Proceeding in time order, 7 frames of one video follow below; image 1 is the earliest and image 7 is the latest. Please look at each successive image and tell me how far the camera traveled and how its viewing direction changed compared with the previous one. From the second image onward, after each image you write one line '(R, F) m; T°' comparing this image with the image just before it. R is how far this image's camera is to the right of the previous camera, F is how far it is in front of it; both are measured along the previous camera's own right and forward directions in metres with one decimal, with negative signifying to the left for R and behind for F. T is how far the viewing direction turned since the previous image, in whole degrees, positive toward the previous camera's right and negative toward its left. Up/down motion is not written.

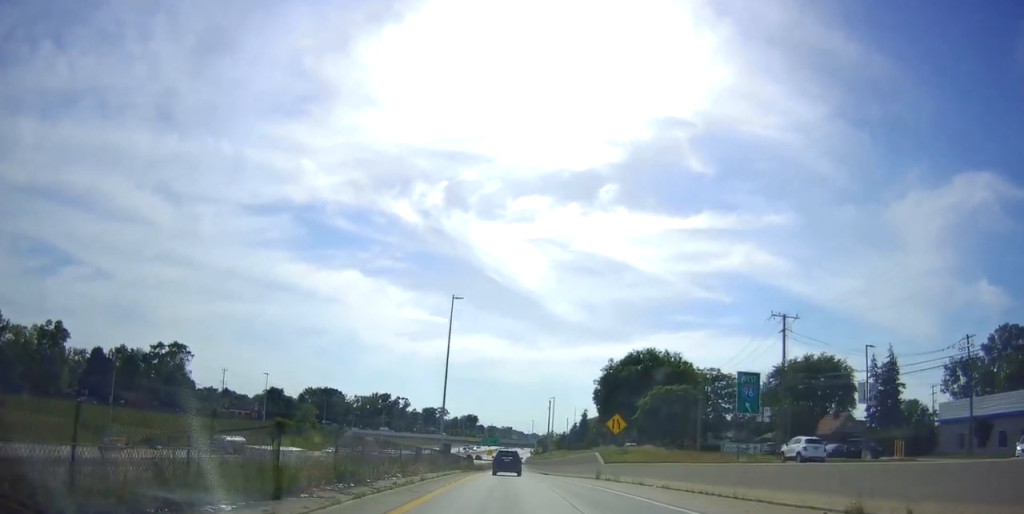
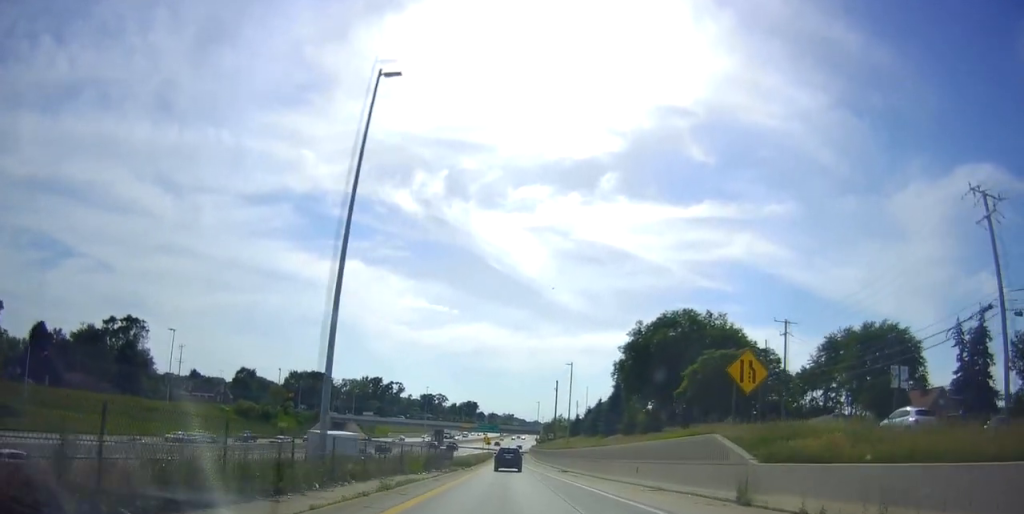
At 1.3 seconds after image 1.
(+0.6, +26.6) m; 0°
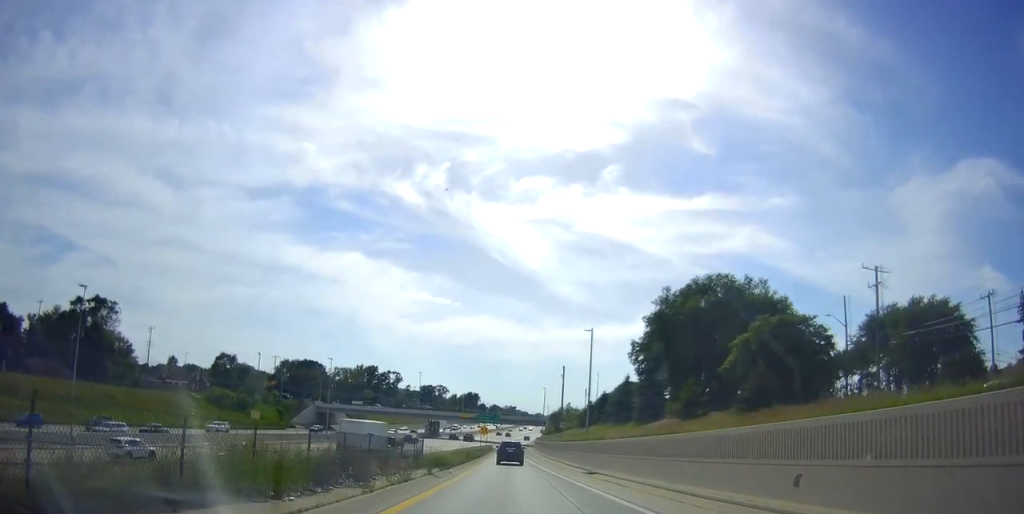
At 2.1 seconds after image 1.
(-0.1, +16.2) m; -1°
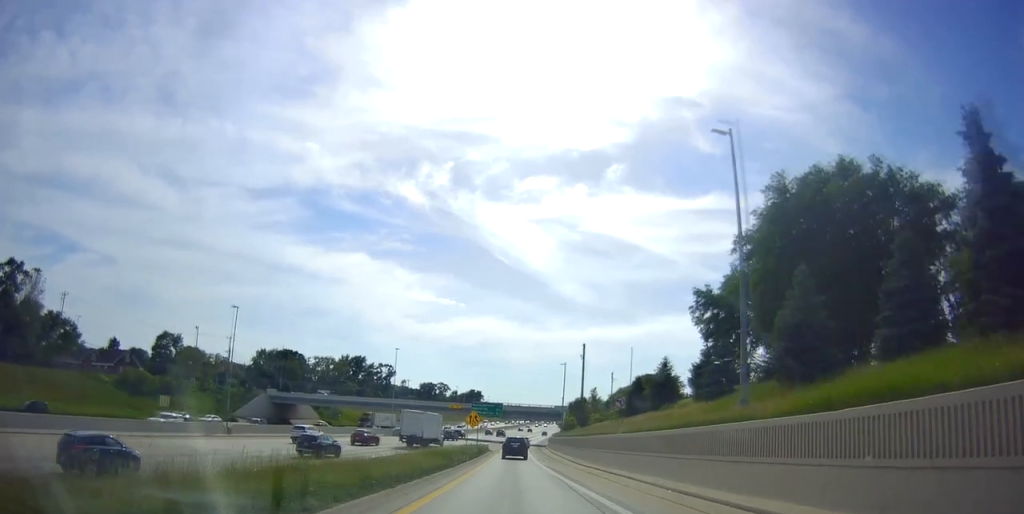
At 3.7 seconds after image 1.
(+0.3, +36.1) m; +2°
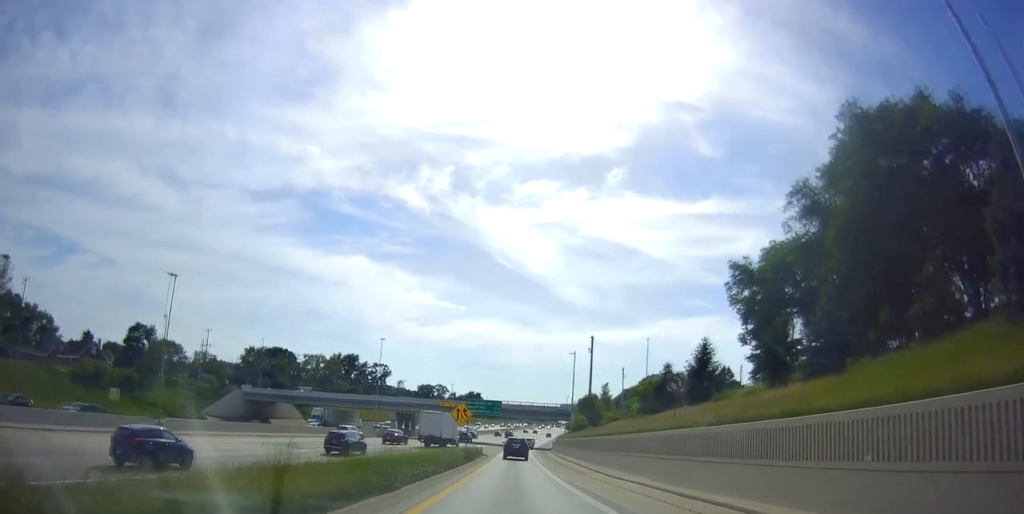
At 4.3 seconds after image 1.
(-0.1, +12.9) m; -1°
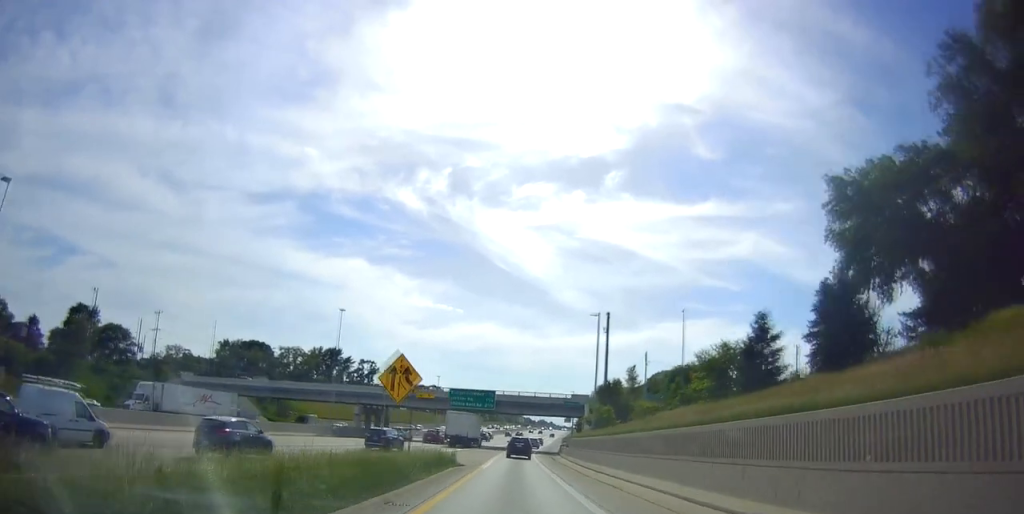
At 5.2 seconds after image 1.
(-0.5, +22.5) m; -1°
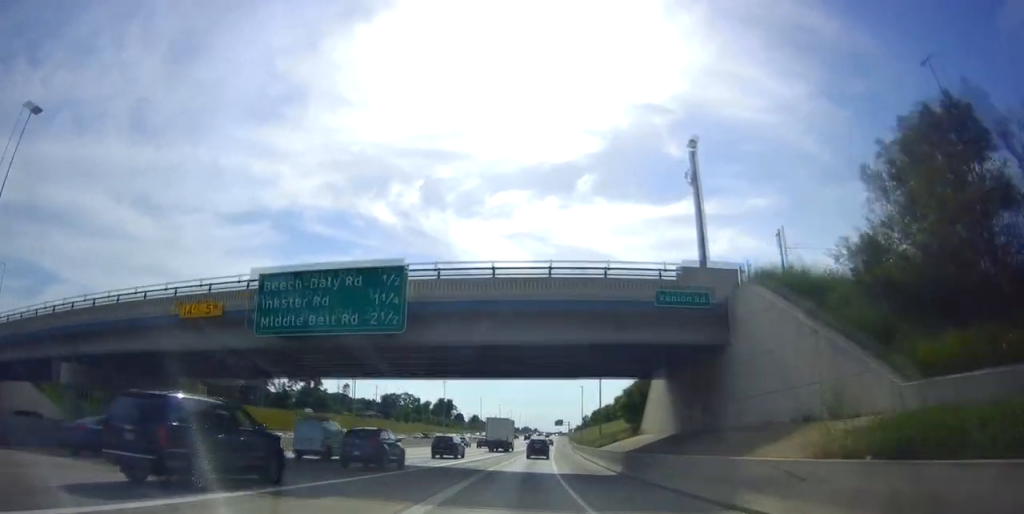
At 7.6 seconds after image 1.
(+1.5, +56.2) m; +2°
